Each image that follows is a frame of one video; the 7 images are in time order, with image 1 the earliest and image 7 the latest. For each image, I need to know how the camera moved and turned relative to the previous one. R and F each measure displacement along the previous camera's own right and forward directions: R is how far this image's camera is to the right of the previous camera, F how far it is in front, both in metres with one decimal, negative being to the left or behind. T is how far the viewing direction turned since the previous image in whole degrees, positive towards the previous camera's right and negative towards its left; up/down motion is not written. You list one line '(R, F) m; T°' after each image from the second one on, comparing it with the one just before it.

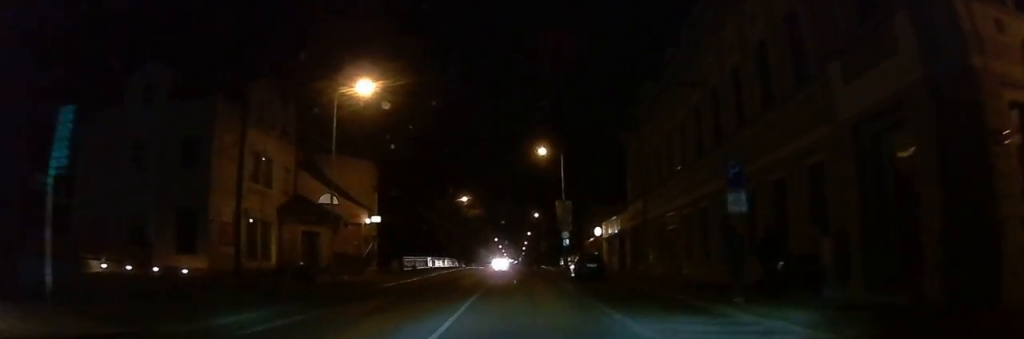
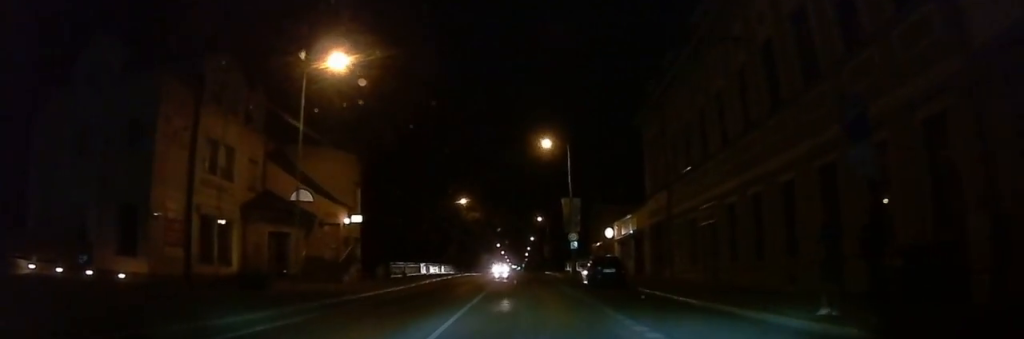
(-0.5, +5.1) m; 0°
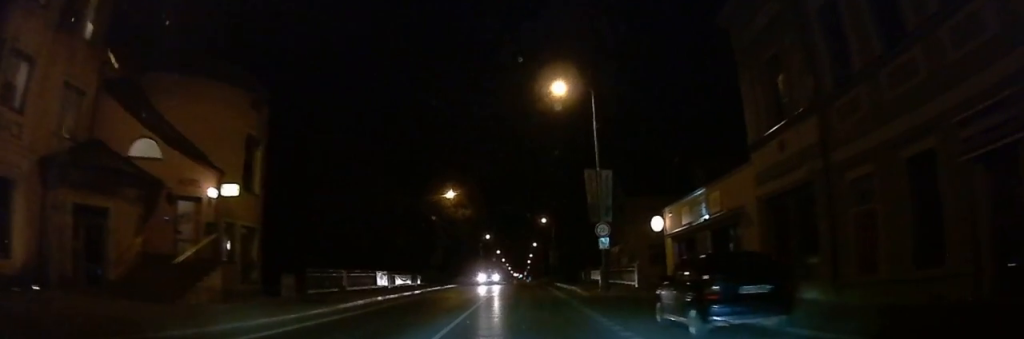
(+0.1, +15.2) m; +1°
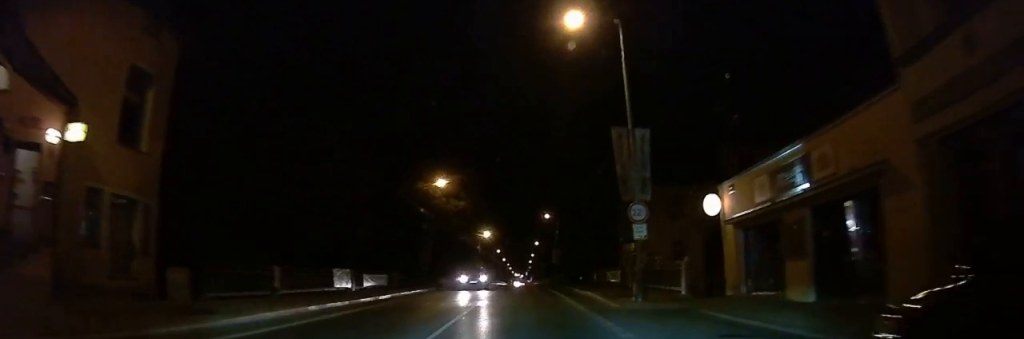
(+0.7, +8.7) m; +2°
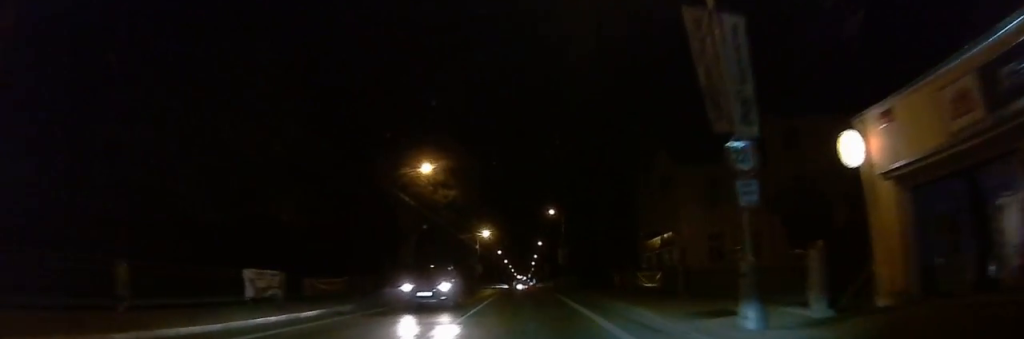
(-0.2, +9.3) m; -2°
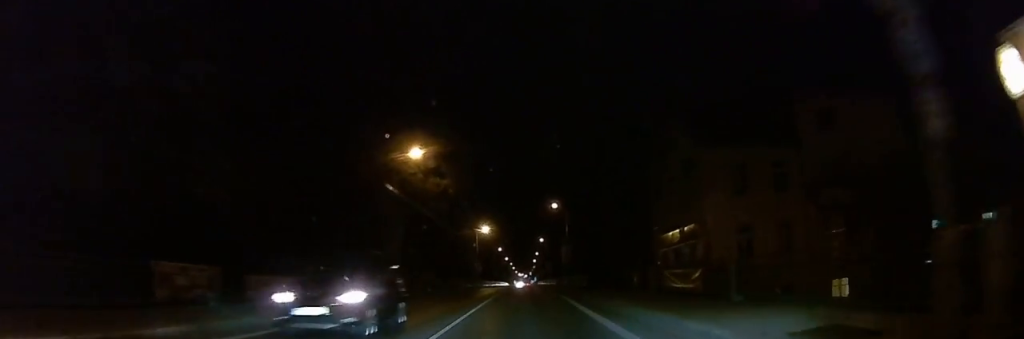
(-0.1, +5.1) m; -1°
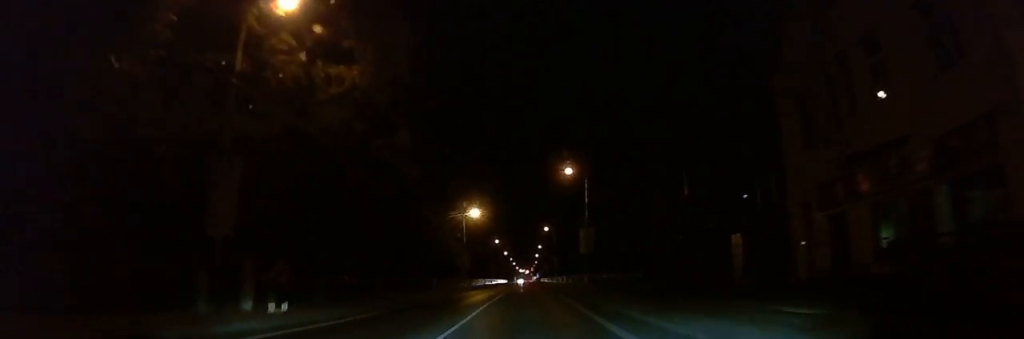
(-0.6, +24.4) m; -3°
